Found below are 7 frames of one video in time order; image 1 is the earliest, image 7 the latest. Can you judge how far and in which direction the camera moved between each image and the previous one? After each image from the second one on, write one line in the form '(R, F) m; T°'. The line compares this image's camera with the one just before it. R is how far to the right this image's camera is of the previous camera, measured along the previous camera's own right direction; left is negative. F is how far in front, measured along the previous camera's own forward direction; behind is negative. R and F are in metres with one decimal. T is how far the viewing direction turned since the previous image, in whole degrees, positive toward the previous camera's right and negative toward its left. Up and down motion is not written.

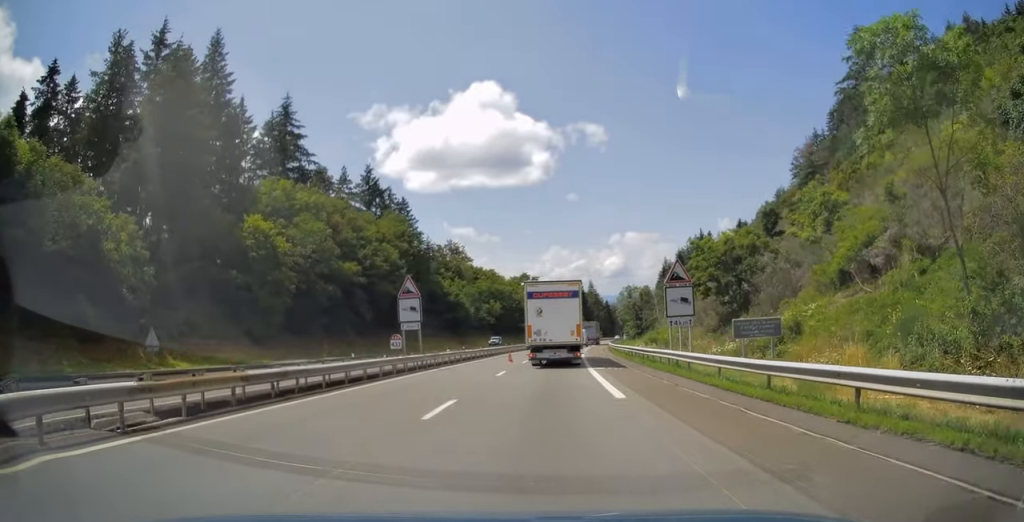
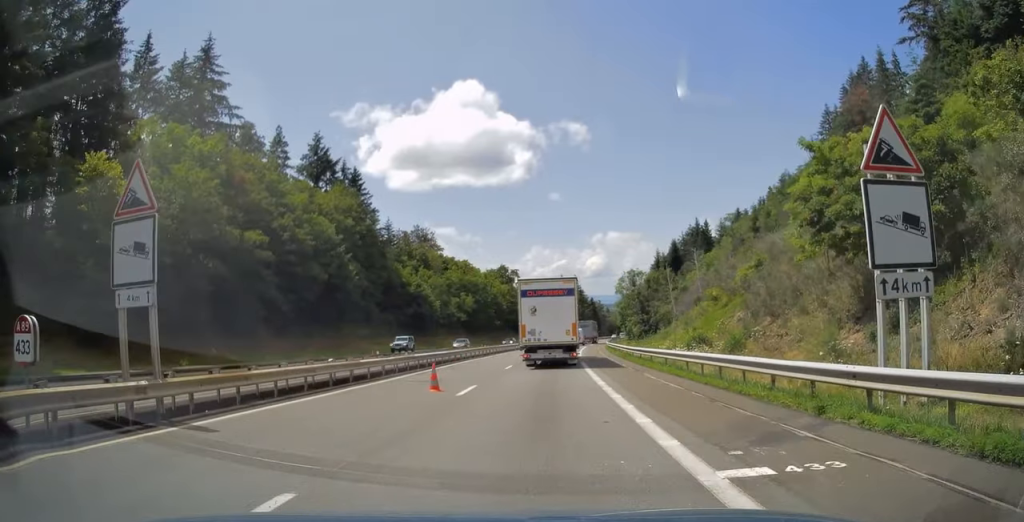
(-0.1, +20.6) m; +1°
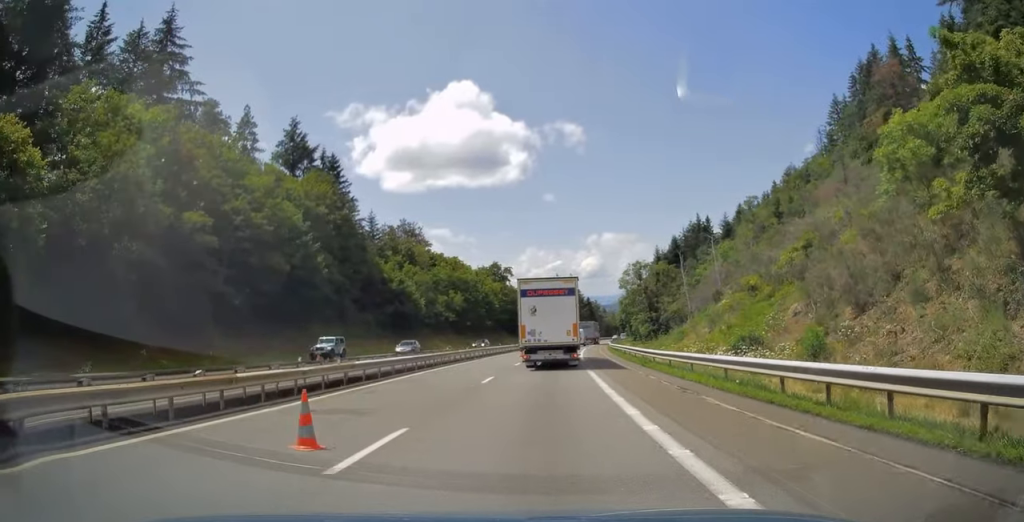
(+0.1, +8.6) m; +1°
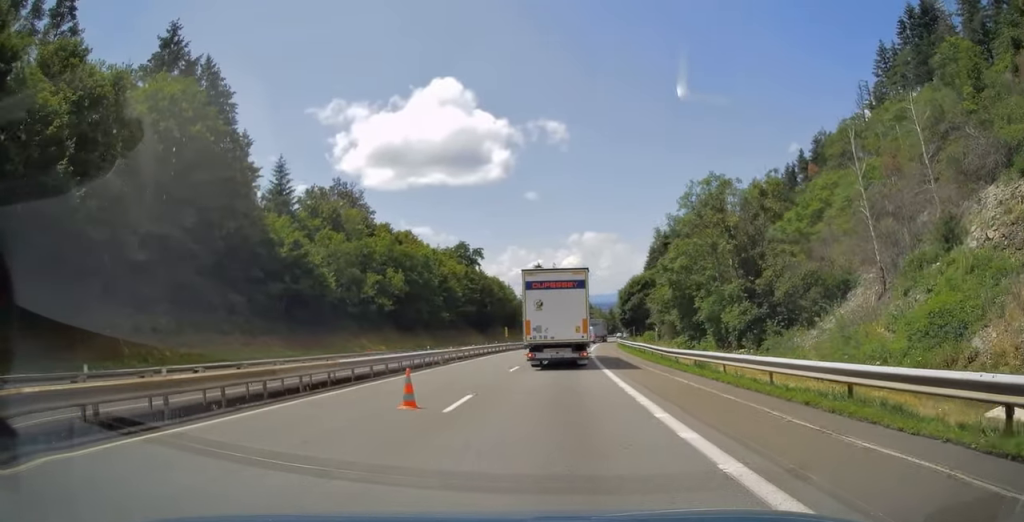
(+0.7, +33.8) m; +1°
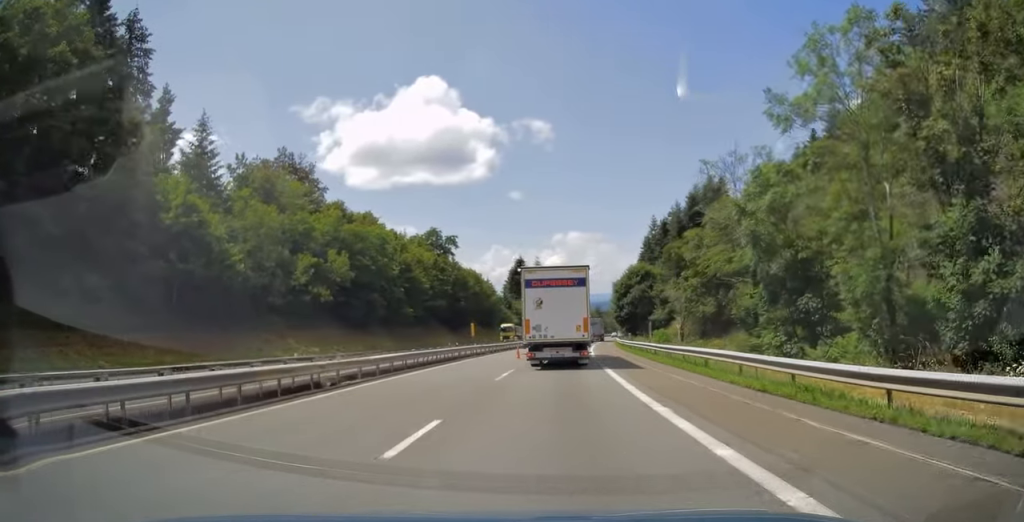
(+0.1, +17.1) m; +2°
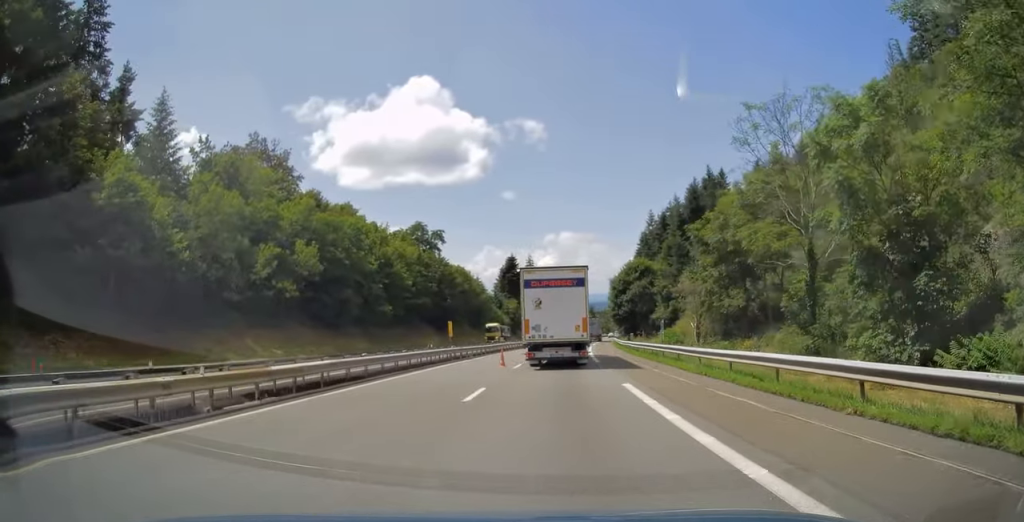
(0.0, +7.1) m; +1°
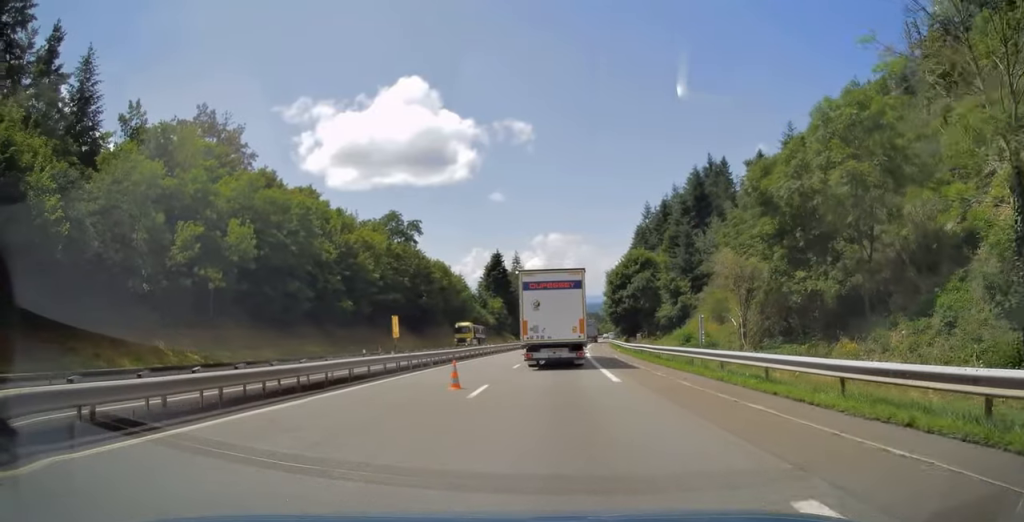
(+0.4, +11.5) m; 0°
